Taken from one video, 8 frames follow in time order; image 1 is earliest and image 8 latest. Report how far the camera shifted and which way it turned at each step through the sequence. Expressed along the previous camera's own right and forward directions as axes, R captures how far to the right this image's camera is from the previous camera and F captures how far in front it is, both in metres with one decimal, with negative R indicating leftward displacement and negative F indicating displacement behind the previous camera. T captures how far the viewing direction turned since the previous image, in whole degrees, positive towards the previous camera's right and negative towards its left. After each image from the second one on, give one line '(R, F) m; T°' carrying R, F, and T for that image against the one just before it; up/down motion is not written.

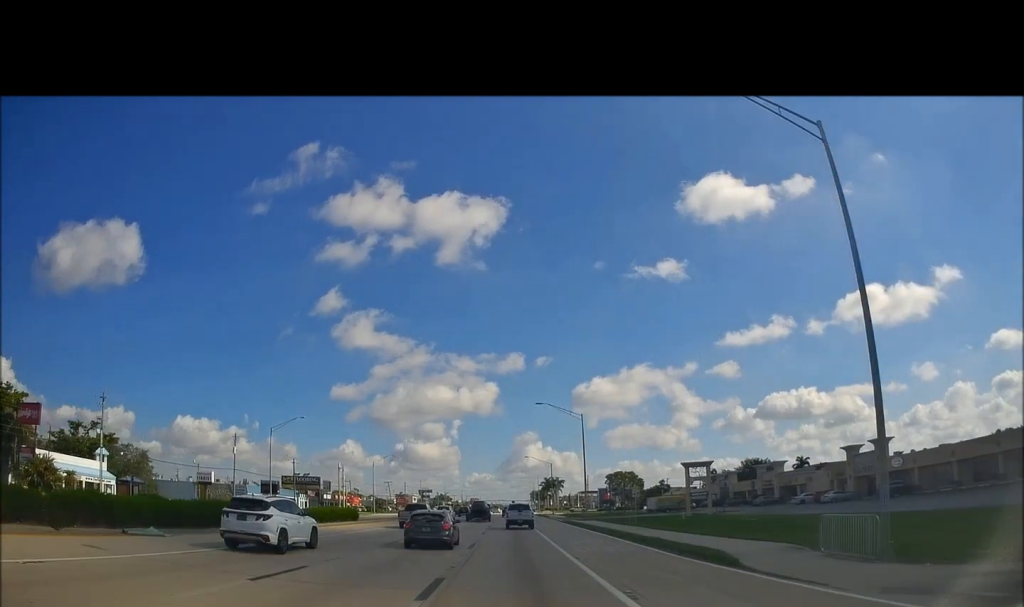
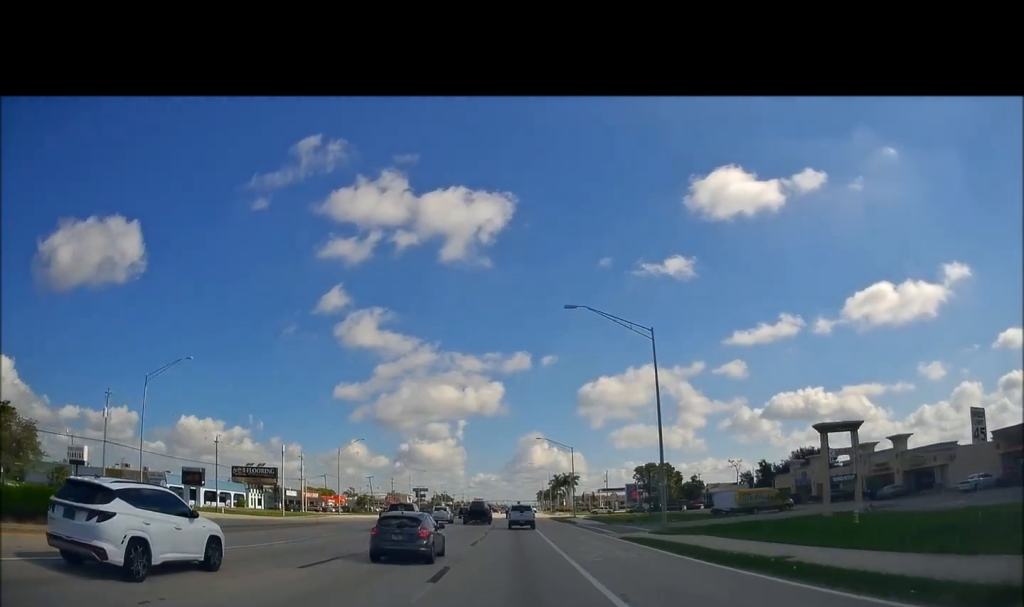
(-0.3, +34.1) m; -1°
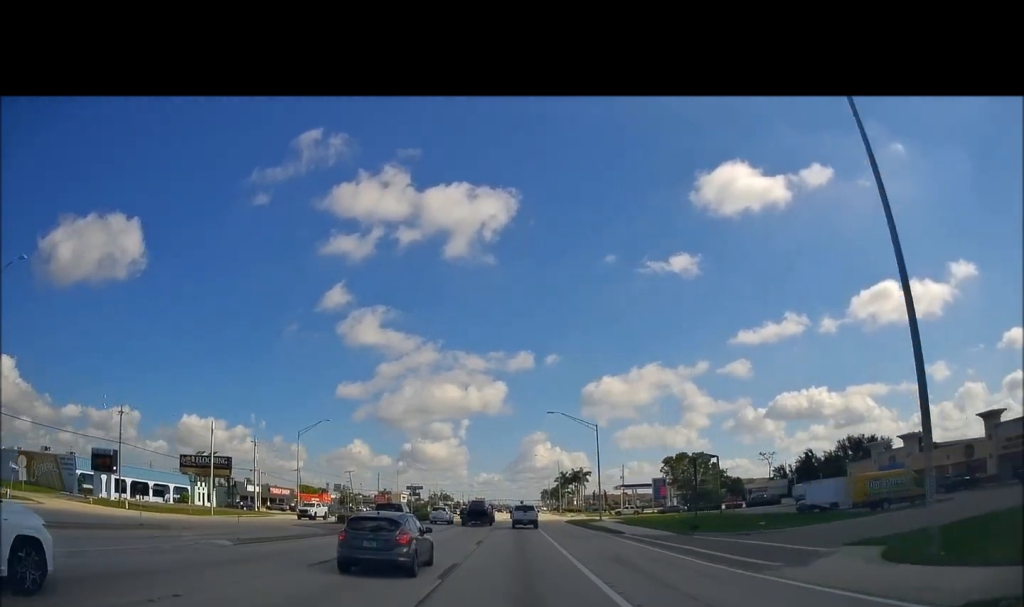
(-0.2, +24.0) m; 0°
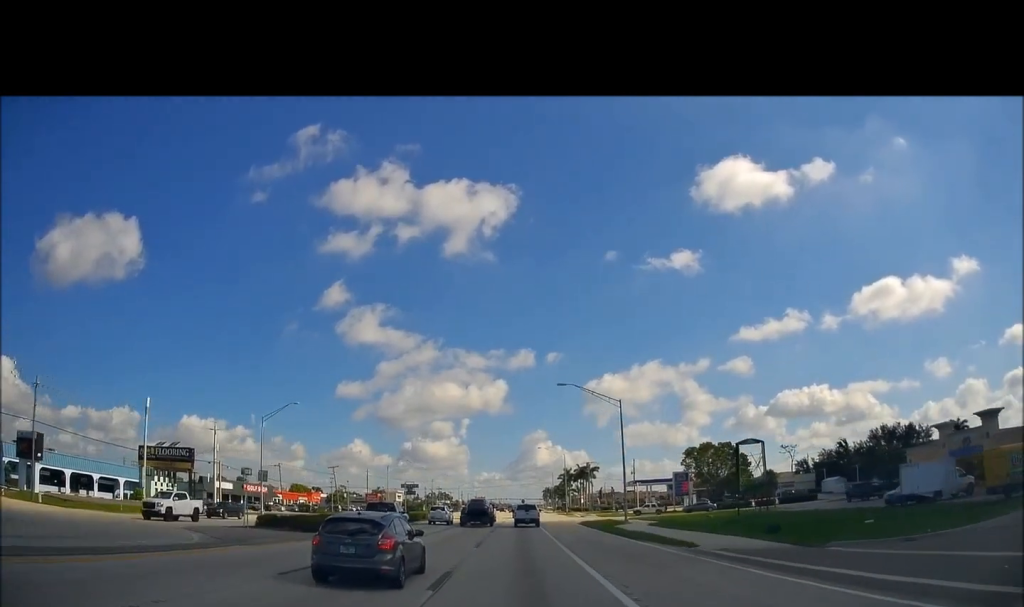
(+0.2, +14.4) m; +1°
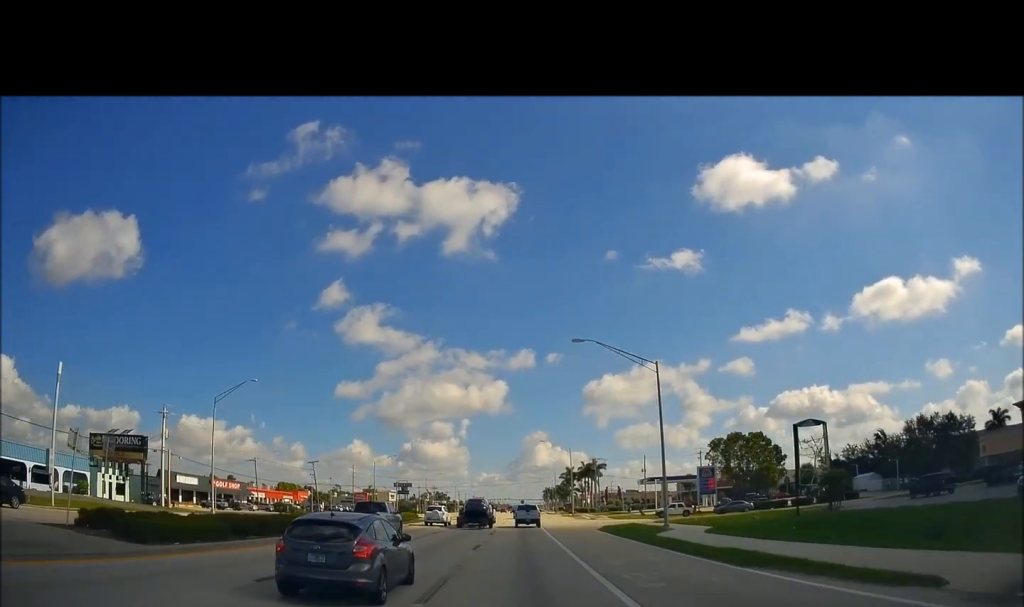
(0.0, +13.7) m; -1°
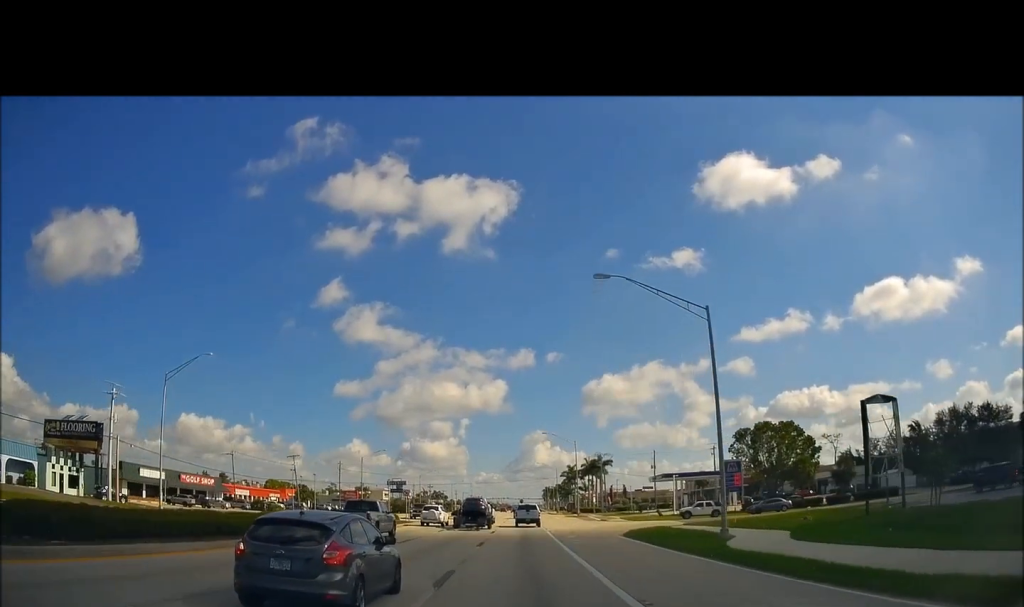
(+0.1, +10.7) m; 0°
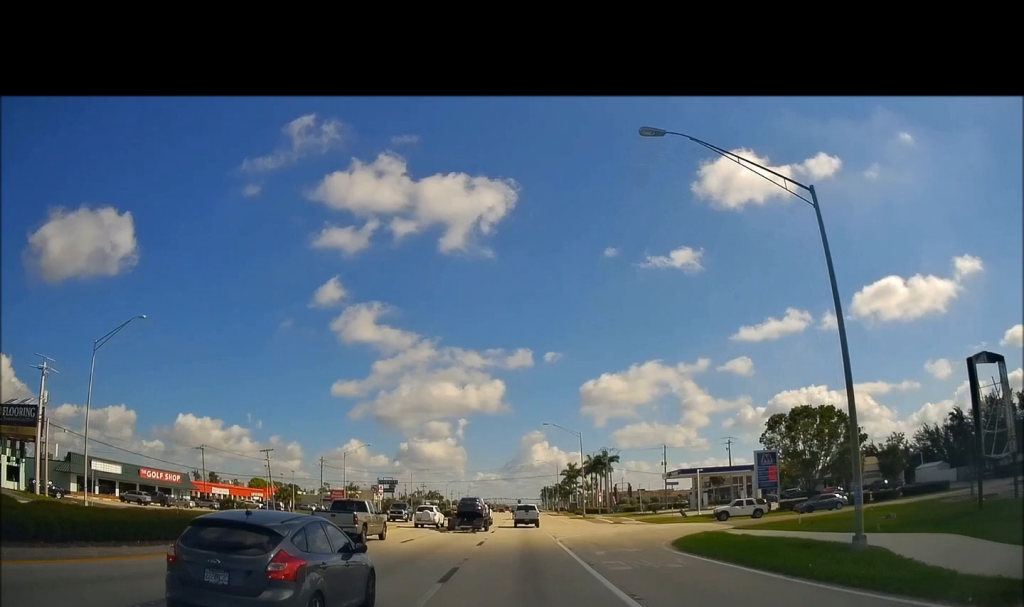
(-0.3, +11.5) m; 0°
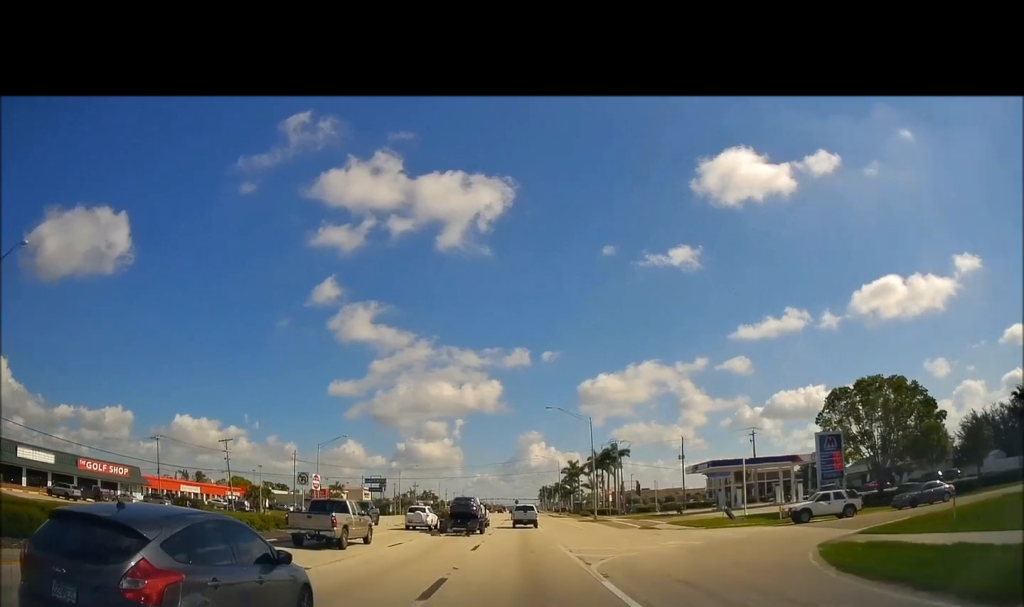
(-0.1, +14.6) m; 0°
